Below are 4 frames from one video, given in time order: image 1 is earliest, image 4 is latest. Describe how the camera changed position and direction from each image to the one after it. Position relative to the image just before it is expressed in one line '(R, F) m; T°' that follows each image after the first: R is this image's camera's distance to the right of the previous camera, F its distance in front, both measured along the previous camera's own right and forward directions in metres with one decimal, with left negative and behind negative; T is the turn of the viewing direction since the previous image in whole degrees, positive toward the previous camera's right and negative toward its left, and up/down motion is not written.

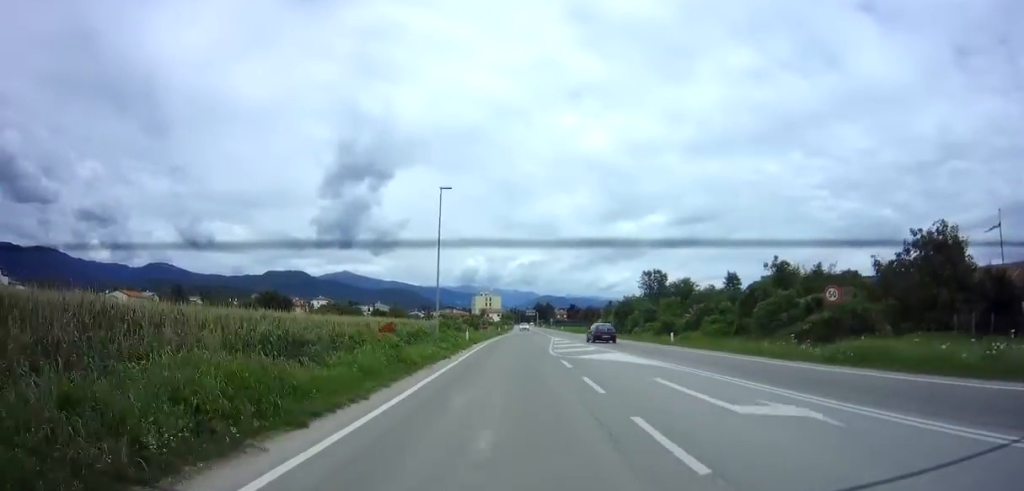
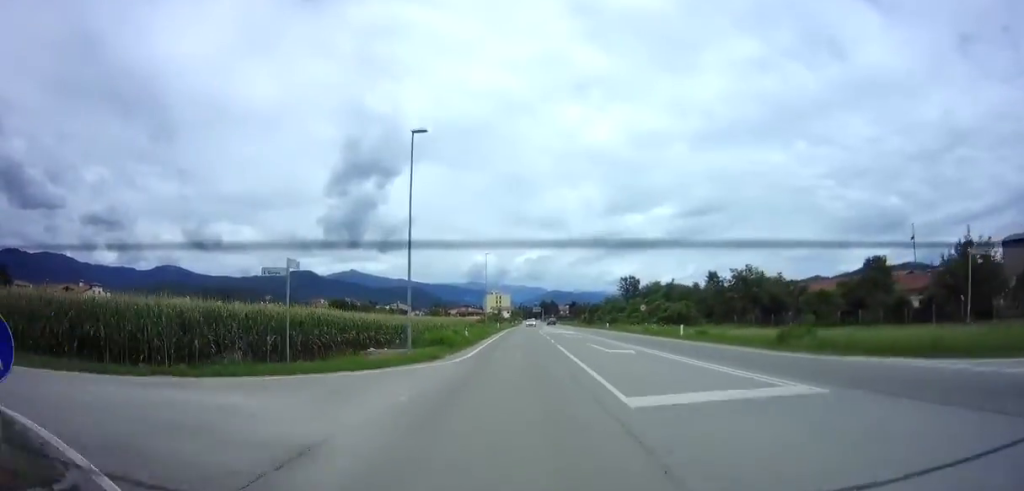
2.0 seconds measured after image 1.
(-0.6, +32.7) m; -1°
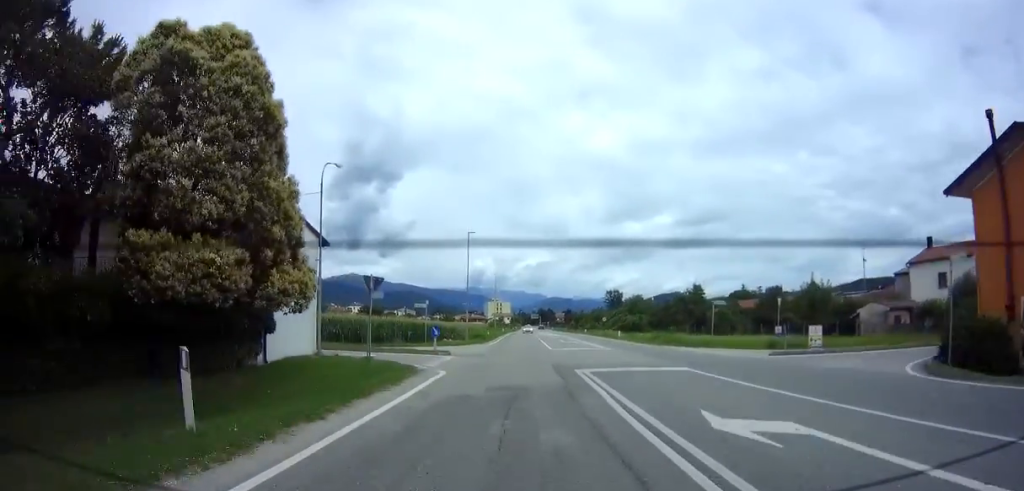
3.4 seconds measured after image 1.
(+0.2, +23.7) m; 0°
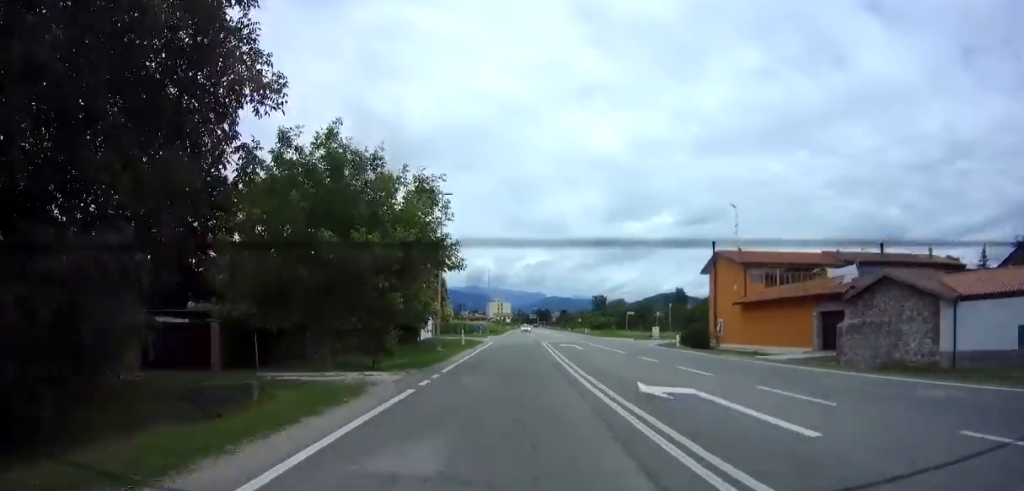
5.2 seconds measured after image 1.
(-0.2, +30.3) m; 0°
